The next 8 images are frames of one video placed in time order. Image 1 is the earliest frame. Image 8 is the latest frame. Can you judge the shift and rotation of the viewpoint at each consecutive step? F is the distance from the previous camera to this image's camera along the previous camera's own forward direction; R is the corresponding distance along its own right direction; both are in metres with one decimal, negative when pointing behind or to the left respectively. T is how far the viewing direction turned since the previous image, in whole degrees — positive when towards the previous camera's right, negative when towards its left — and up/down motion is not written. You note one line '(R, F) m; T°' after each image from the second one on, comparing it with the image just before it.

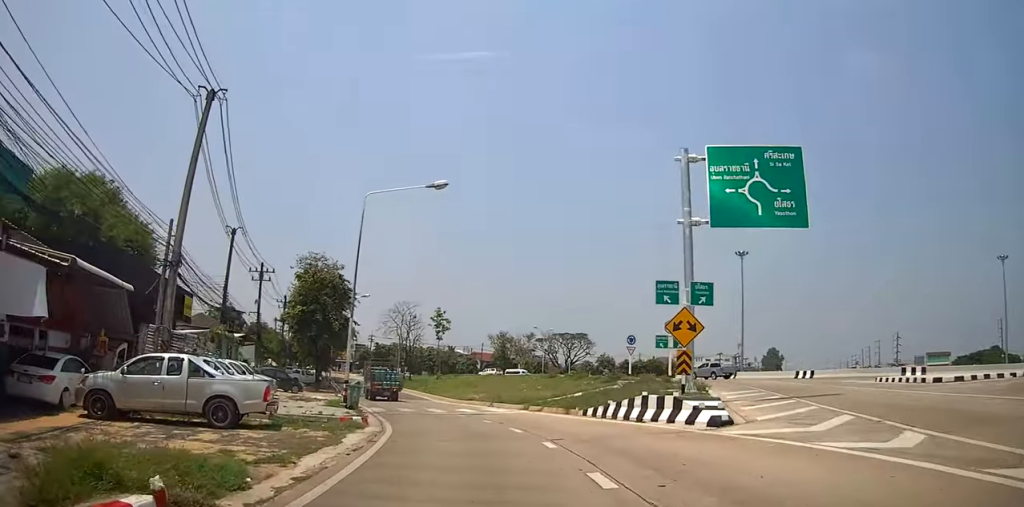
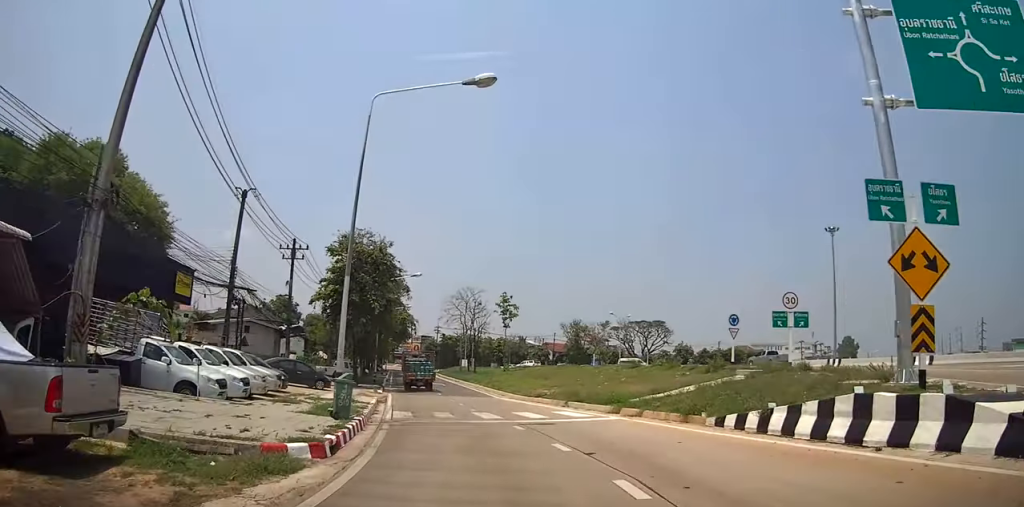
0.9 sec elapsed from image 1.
(-0.7, +7.7) m; -6°
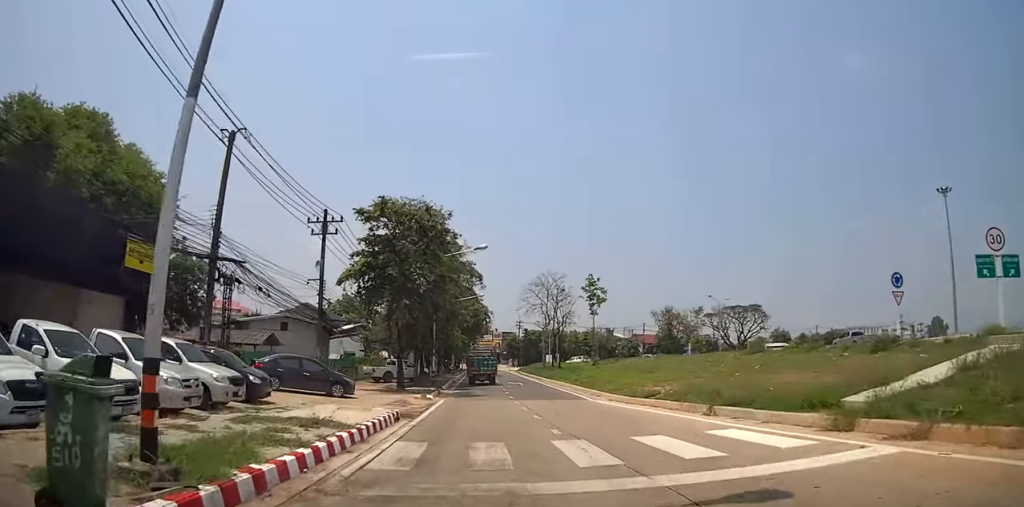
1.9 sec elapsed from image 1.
(-0.1, +8.4) m; -7°
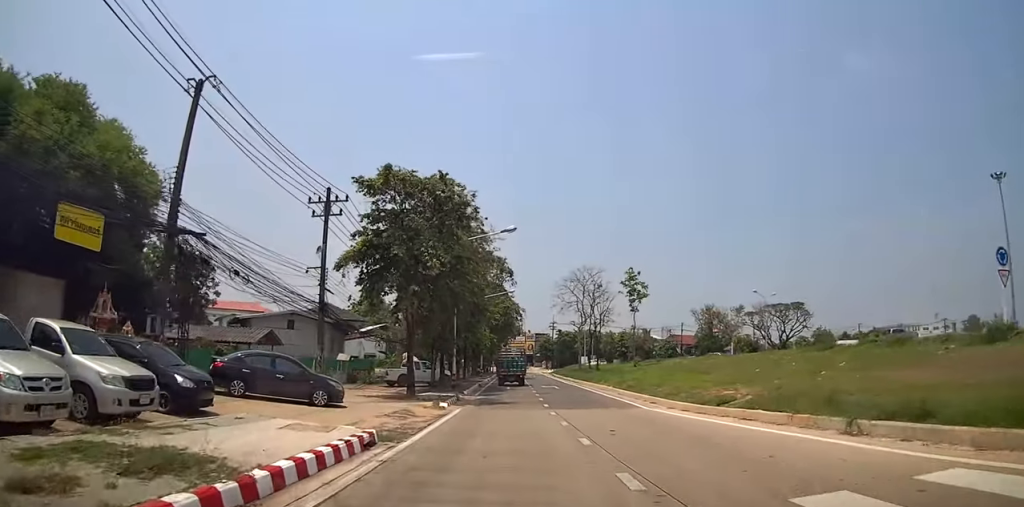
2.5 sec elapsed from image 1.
(-0.5, +4.3) m; -3°
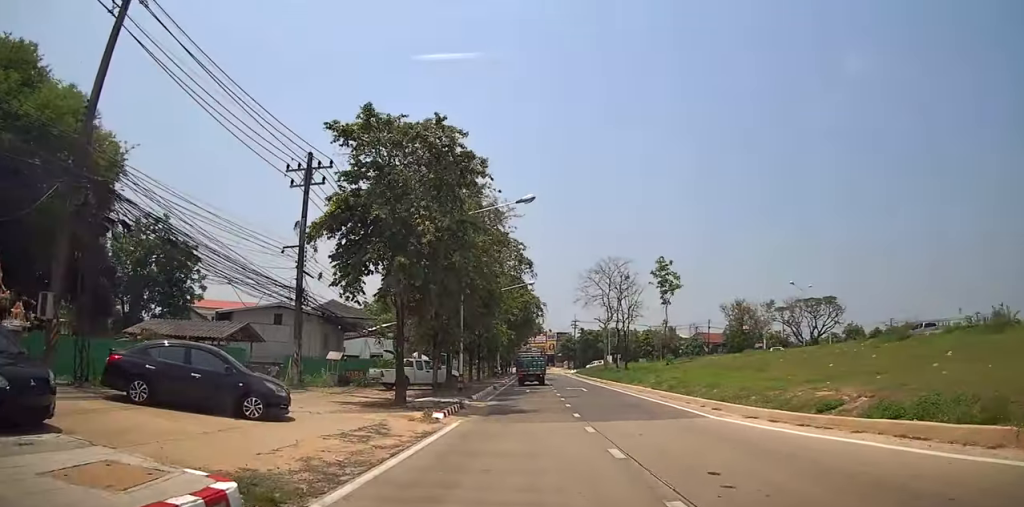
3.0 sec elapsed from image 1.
(-0.2, +4.6) m; -3°
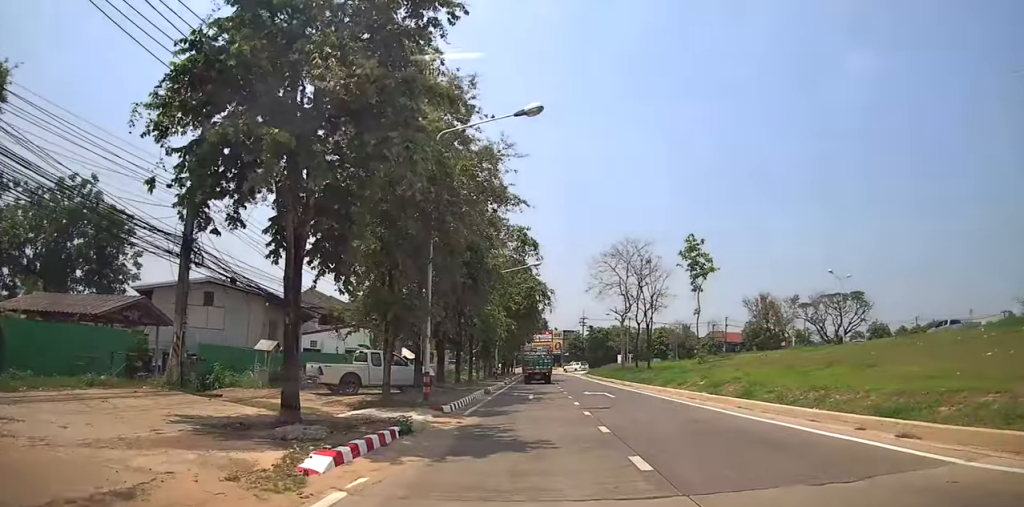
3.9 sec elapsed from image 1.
(+0.1, +7.6) m; -3°
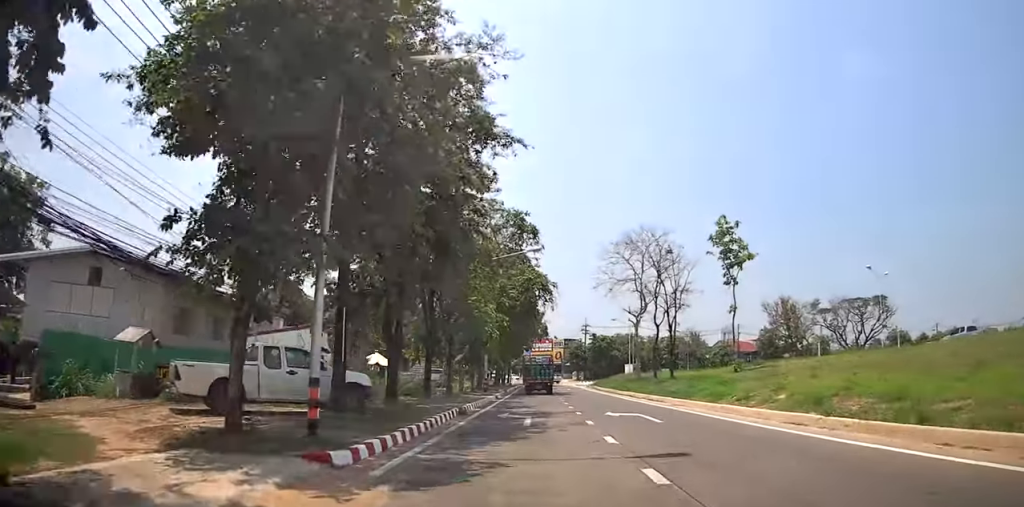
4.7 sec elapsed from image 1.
(-0.4, +7.7) m; -2°
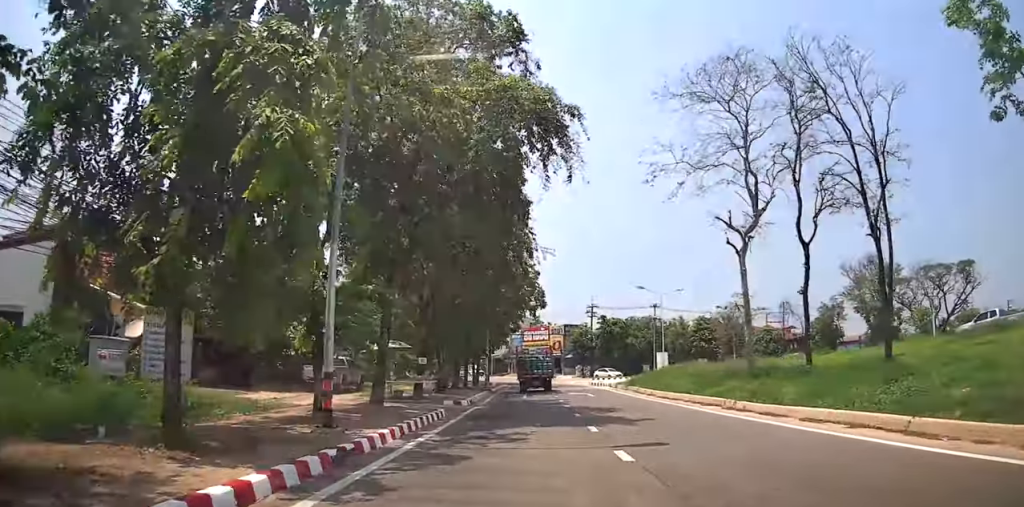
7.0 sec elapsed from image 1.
(+1.4, +24.9) m; 0°
